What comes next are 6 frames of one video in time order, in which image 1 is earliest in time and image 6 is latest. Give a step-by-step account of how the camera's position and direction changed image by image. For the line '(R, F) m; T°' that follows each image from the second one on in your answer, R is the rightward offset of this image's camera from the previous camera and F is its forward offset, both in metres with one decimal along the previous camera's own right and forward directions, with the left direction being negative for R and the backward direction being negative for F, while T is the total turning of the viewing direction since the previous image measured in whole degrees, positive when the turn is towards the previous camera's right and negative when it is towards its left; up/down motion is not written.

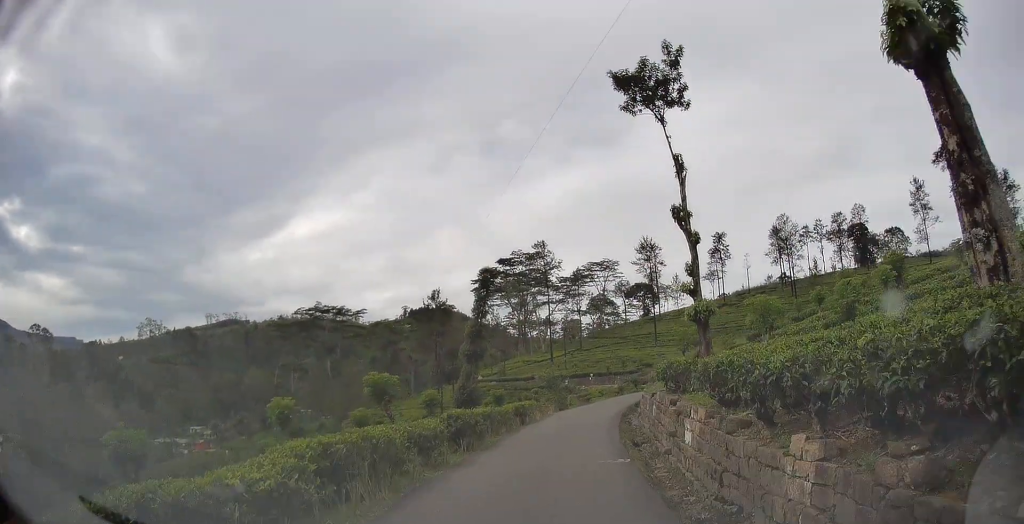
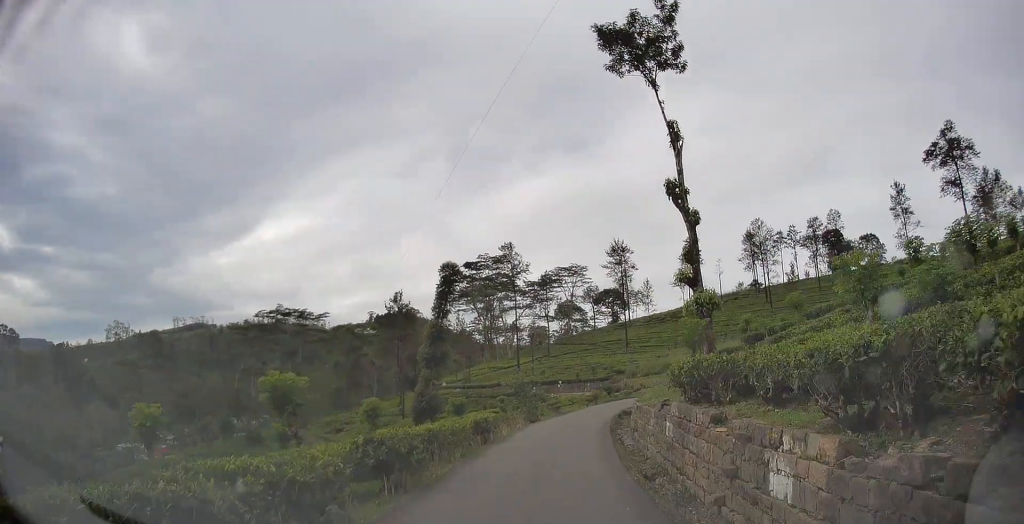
(0.0, +4.9) m; +1°
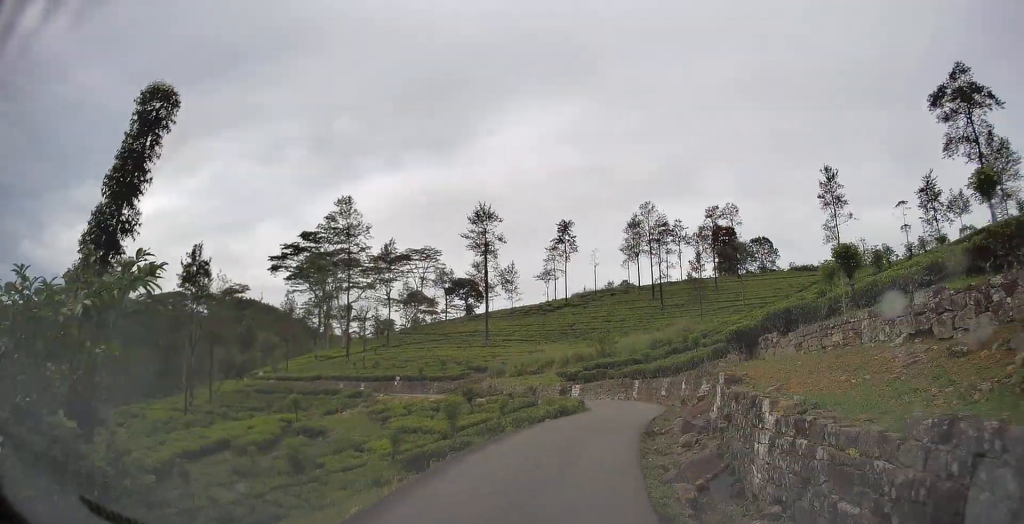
(+4.7, +26.9) m; +18°
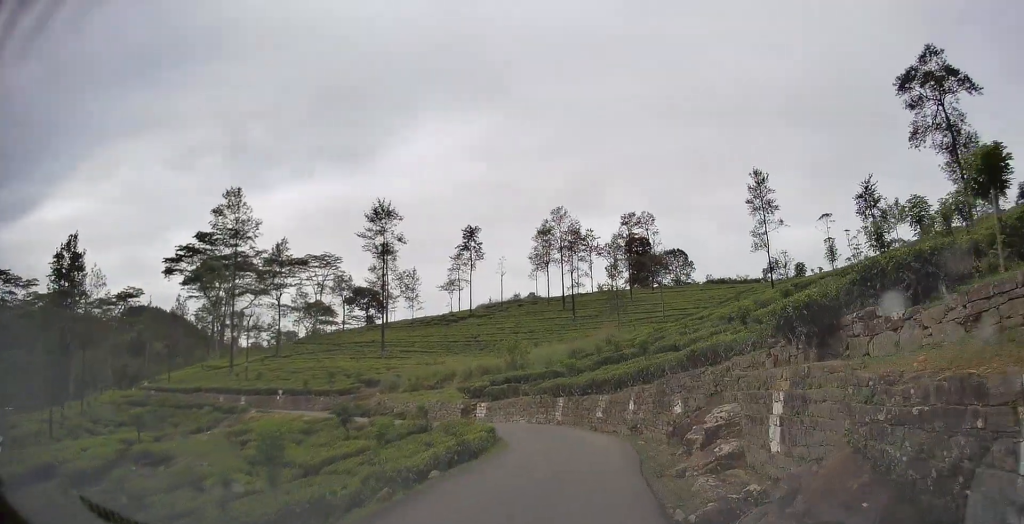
(+0.7, +9.4) m; +9°
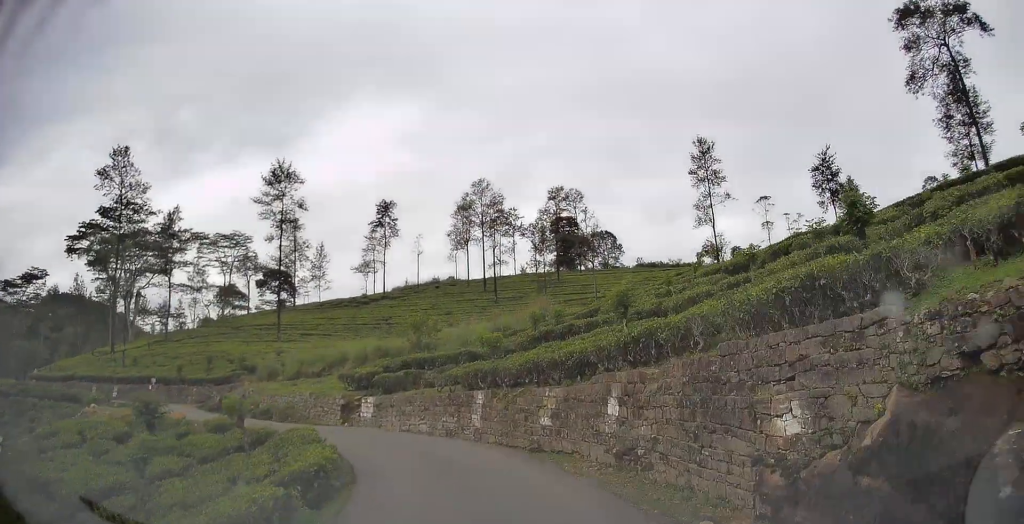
(+0.8, +11.8) m; +2°
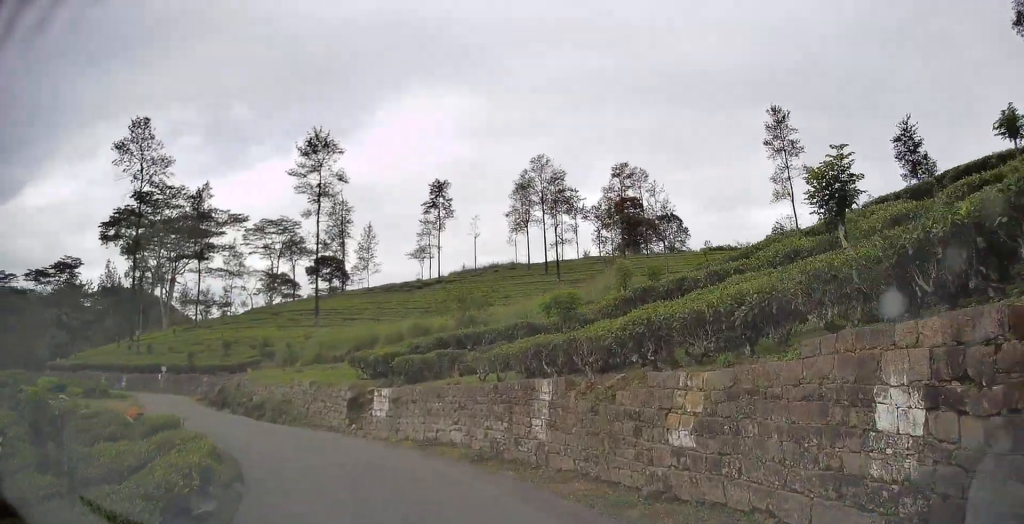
(-0.3, +8.3) m; -9°
